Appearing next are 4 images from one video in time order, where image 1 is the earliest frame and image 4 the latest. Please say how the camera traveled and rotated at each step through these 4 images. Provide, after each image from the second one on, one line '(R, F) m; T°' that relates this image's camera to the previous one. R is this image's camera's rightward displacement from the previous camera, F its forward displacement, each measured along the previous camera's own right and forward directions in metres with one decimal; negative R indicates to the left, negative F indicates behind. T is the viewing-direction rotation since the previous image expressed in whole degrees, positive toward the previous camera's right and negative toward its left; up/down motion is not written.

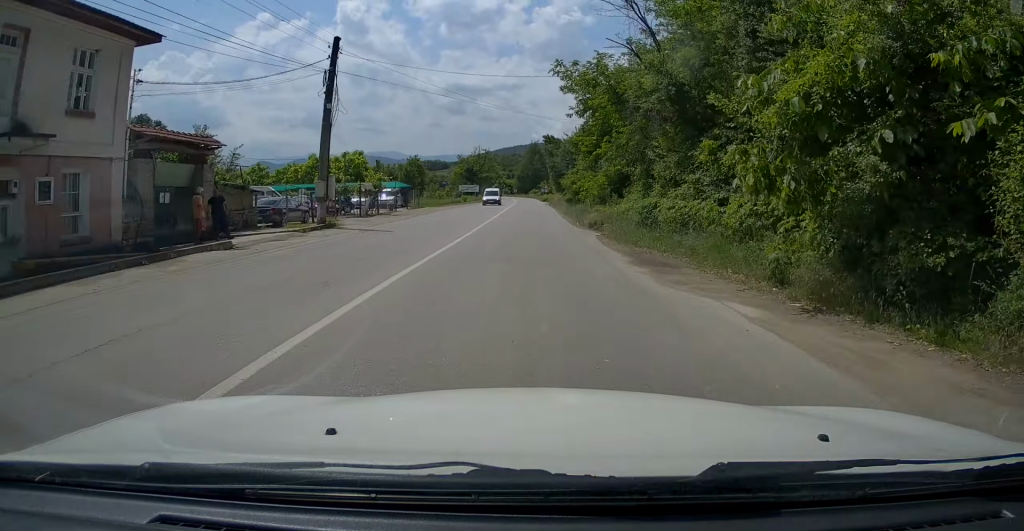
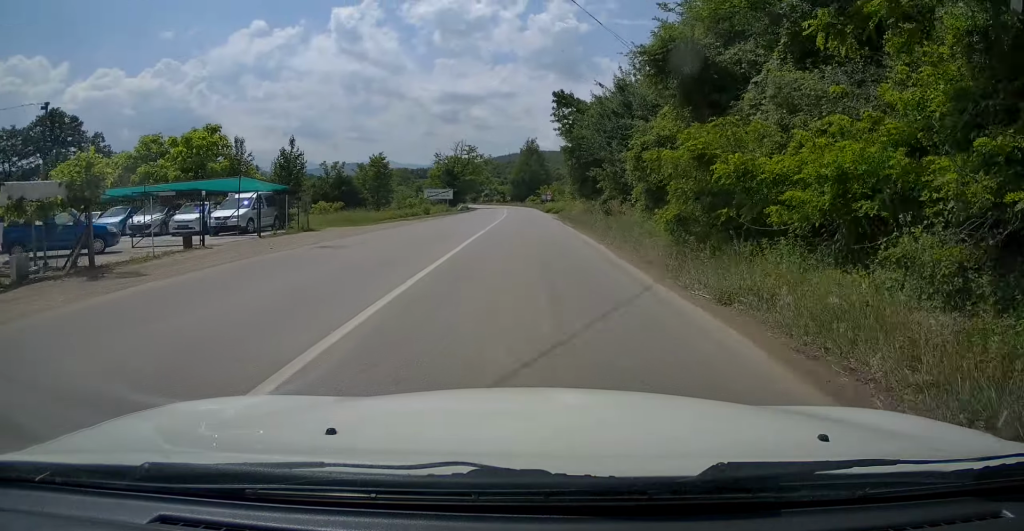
(+0.3, +28.7) m; +1°
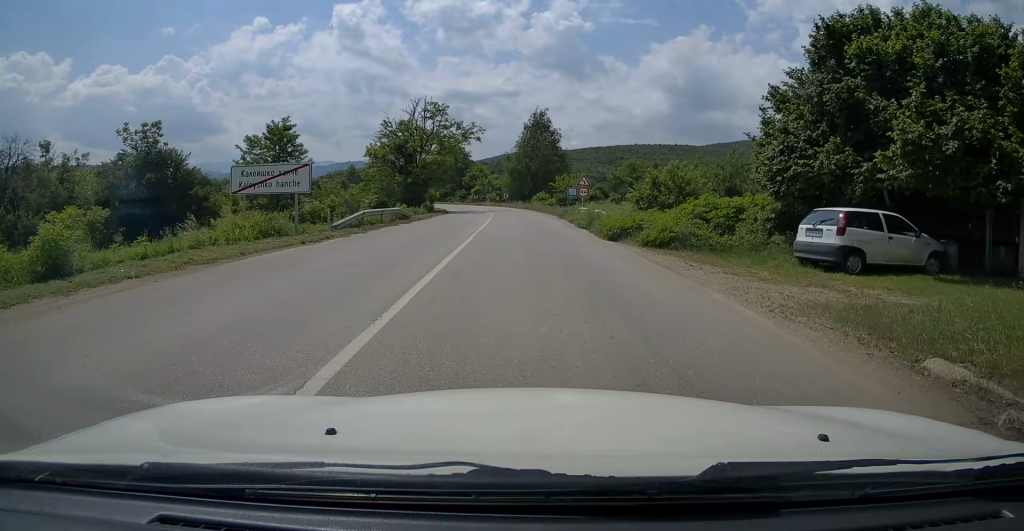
(0.0, +41.4) m; 0°
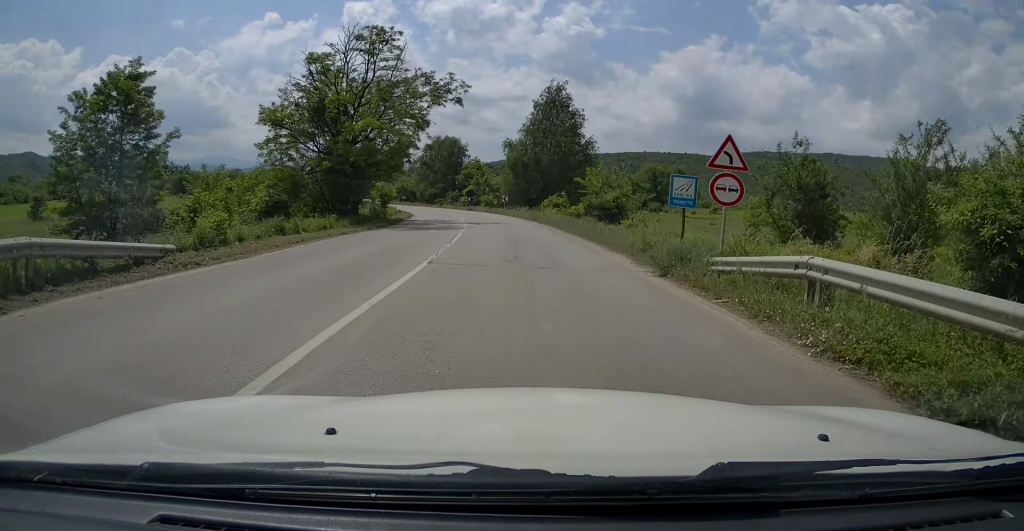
(0.0, +25.6) m; 0°
